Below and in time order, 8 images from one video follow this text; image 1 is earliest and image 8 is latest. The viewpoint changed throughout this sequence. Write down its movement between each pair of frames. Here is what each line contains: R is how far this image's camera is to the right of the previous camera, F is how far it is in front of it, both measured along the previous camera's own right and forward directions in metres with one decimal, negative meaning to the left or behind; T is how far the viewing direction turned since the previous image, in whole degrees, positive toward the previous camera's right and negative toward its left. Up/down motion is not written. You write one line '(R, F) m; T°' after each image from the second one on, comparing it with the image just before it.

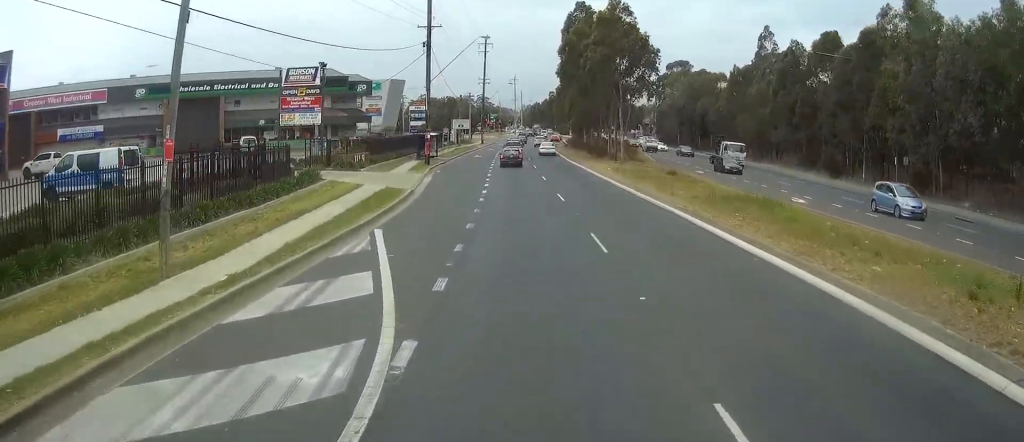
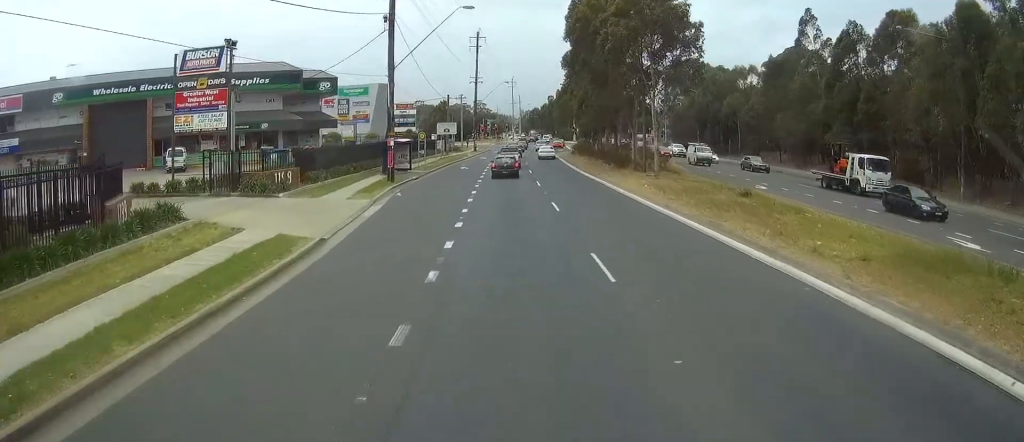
(-0.1, +16.1) m; -1°
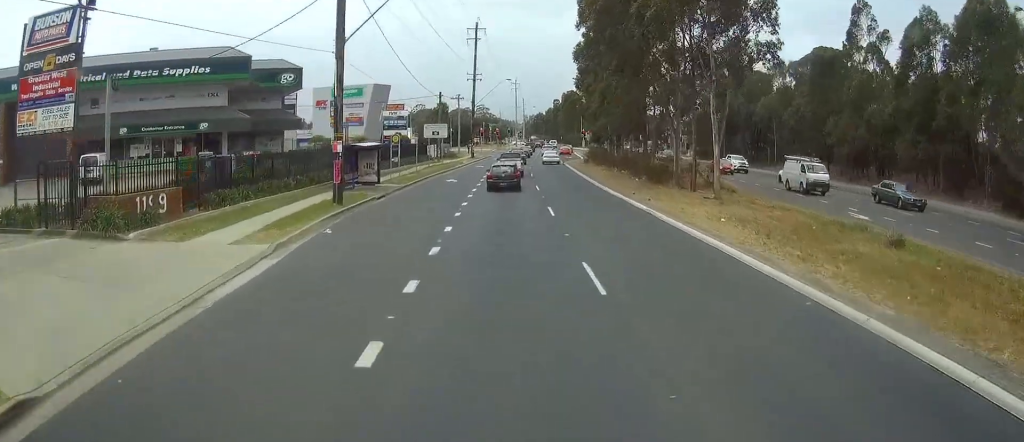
(-0.1, +13.5) m; -1°
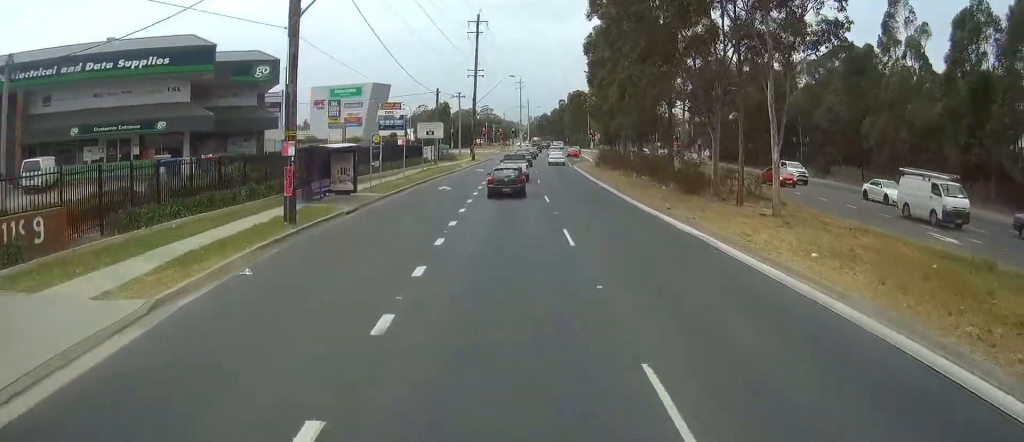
(0.0, +7.2) m; 0°
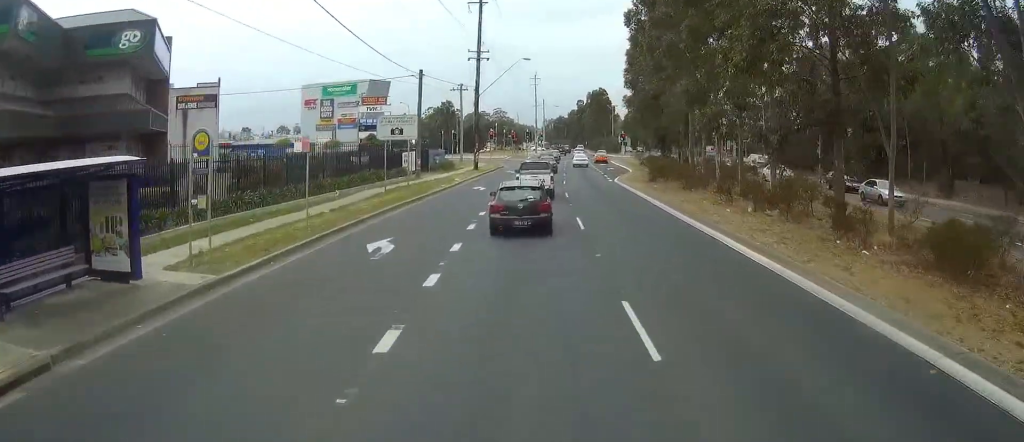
(0.0, +22.3) m; 0°
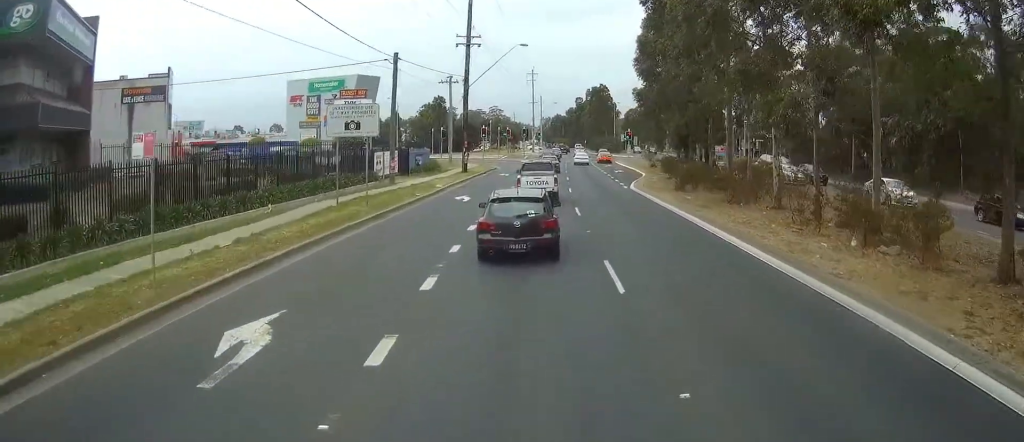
(0.0, +10.0) m; +1°
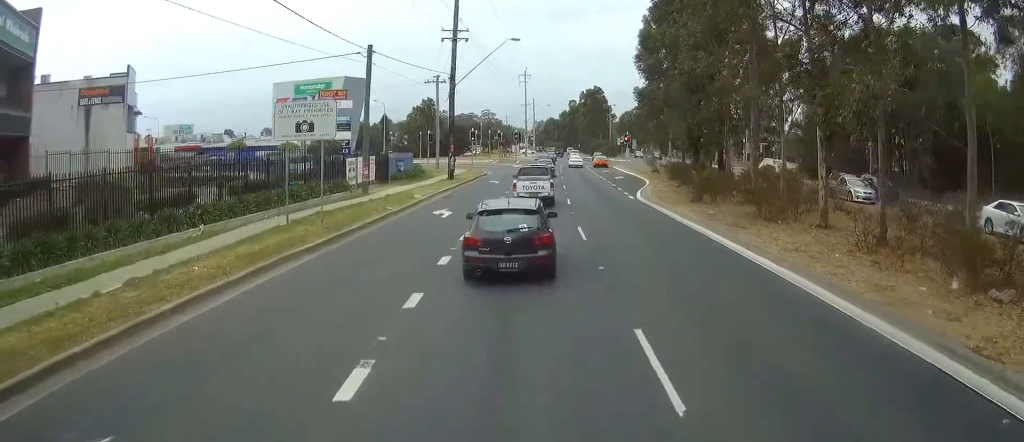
(+0.1, +6.0) m; +1°
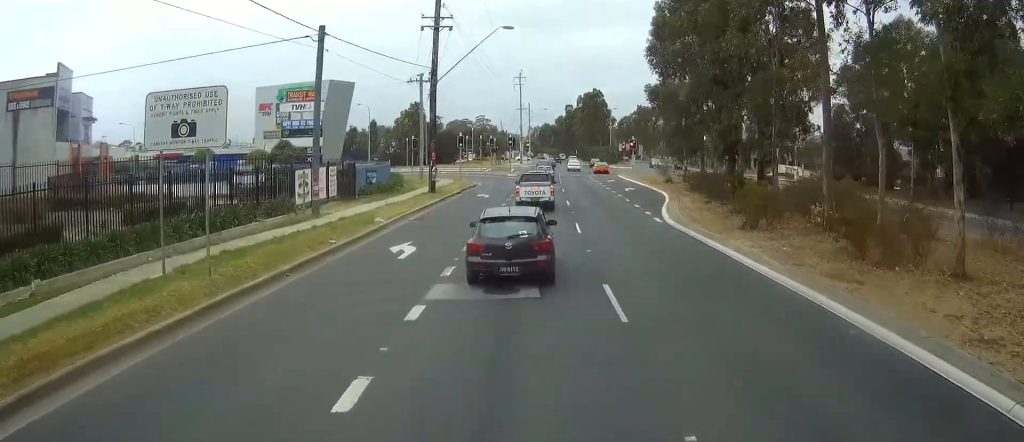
(0.0, +9.8) m; -1°
